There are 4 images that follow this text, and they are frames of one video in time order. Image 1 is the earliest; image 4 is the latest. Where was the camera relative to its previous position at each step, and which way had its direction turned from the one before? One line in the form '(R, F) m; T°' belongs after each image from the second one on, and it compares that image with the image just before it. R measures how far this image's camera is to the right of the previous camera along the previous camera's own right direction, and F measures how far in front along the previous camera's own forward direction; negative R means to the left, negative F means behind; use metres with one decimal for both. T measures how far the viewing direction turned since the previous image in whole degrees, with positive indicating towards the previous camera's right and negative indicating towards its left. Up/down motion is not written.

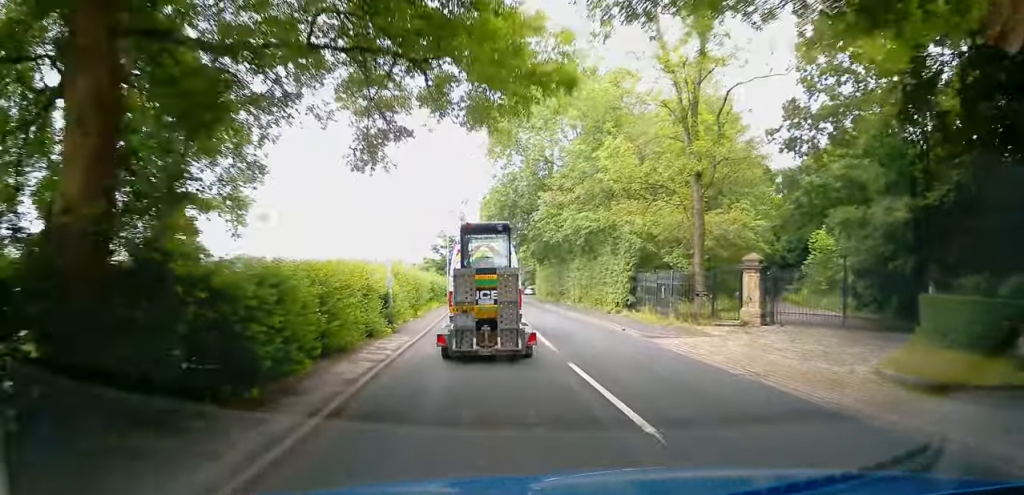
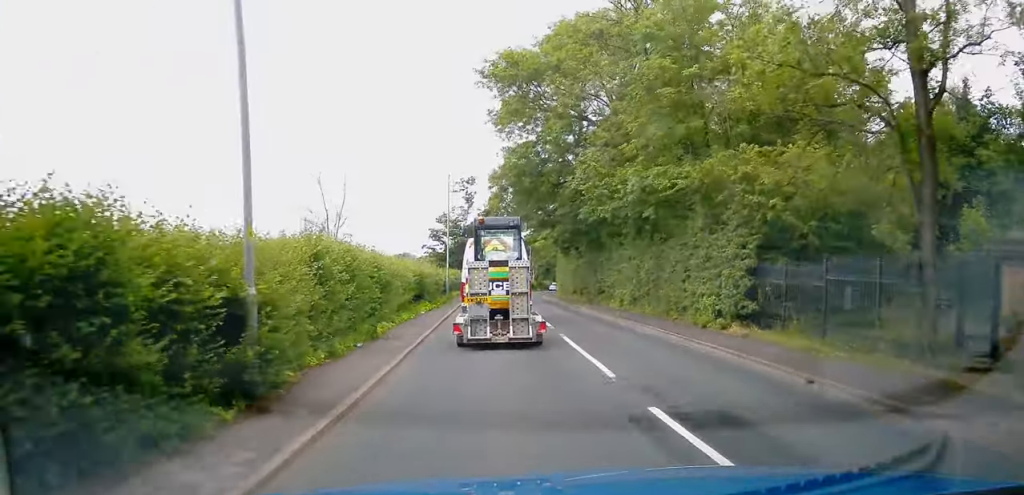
(-0.1, +11.8) m; -1°
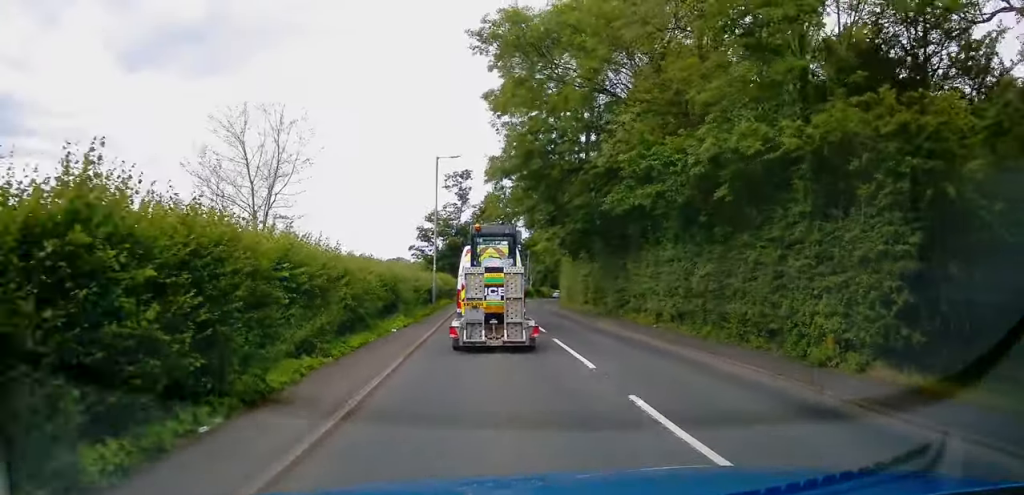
(-0.1, +7.0) m; 0°
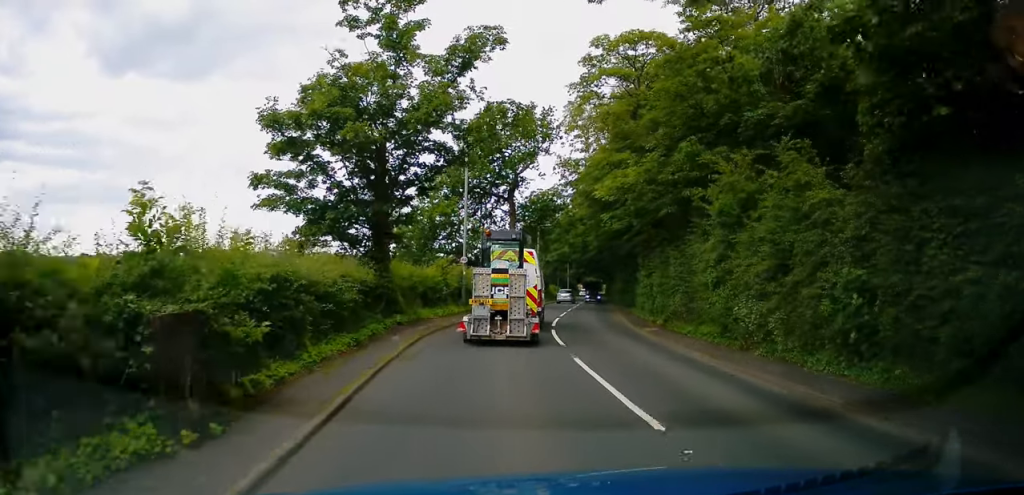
(-0.4, +36.7) m; +1°
